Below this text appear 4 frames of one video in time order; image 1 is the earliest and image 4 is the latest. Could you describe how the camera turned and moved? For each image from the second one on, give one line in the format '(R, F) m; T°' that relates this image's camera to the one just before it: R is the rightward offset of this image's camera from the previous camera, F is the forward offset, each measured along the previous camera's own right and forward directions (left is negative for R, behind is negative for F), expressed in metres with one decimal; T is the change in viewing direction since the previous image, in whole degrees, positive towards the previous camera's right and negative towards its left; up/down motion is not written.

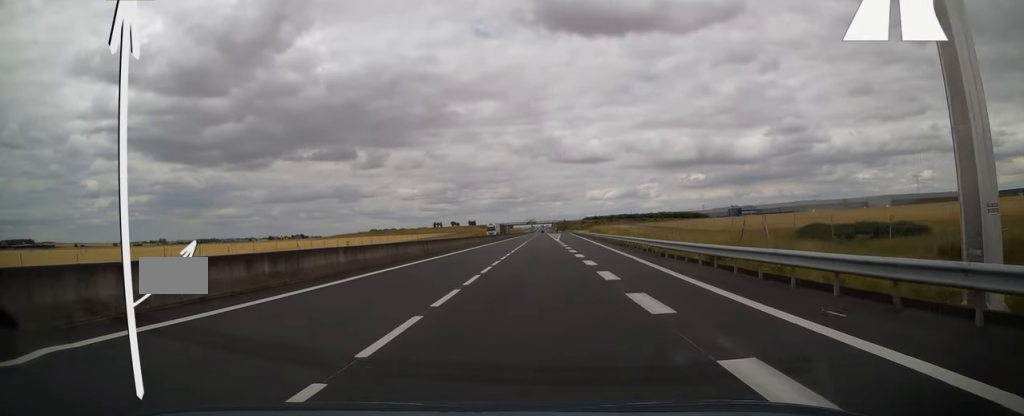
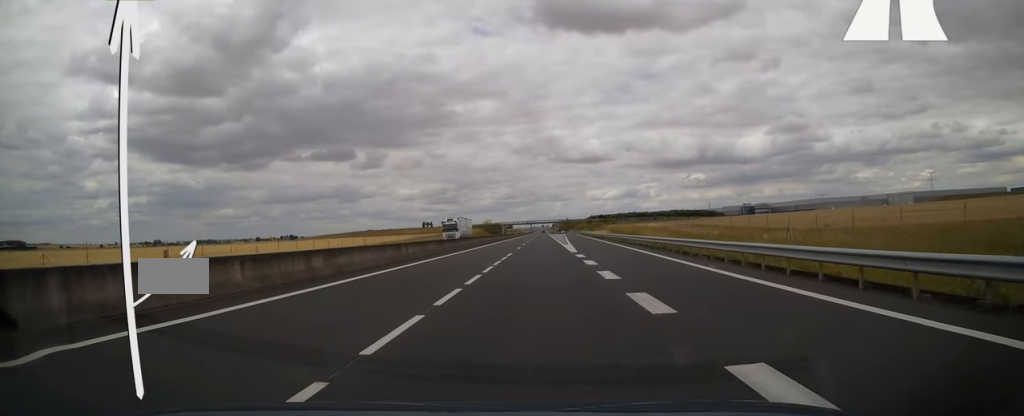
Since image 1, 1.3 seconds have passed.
(-0.1, +39.1) m; 0°
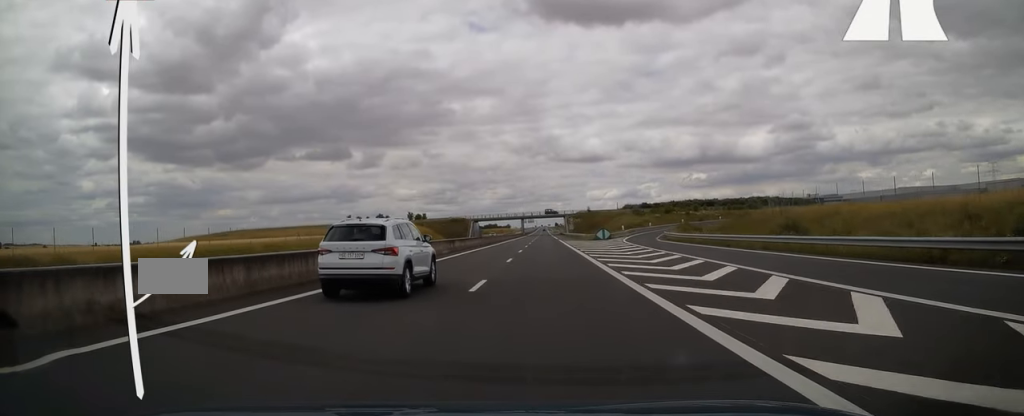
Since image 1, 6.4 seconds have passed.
(+0.2, +148.2) m; 0°
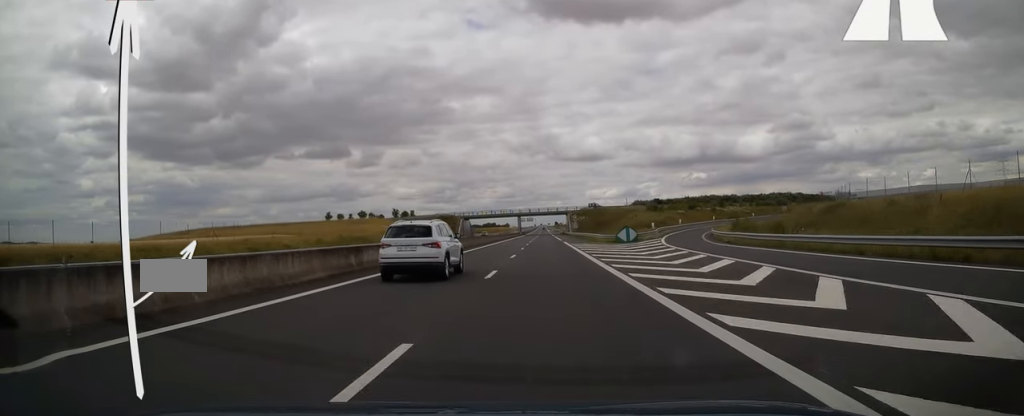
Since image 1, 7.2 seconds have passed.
(0.0, +22.5) m; 0°
